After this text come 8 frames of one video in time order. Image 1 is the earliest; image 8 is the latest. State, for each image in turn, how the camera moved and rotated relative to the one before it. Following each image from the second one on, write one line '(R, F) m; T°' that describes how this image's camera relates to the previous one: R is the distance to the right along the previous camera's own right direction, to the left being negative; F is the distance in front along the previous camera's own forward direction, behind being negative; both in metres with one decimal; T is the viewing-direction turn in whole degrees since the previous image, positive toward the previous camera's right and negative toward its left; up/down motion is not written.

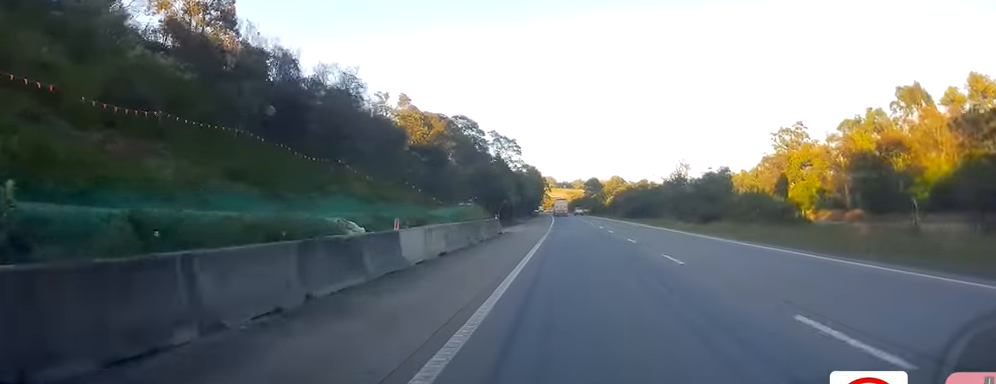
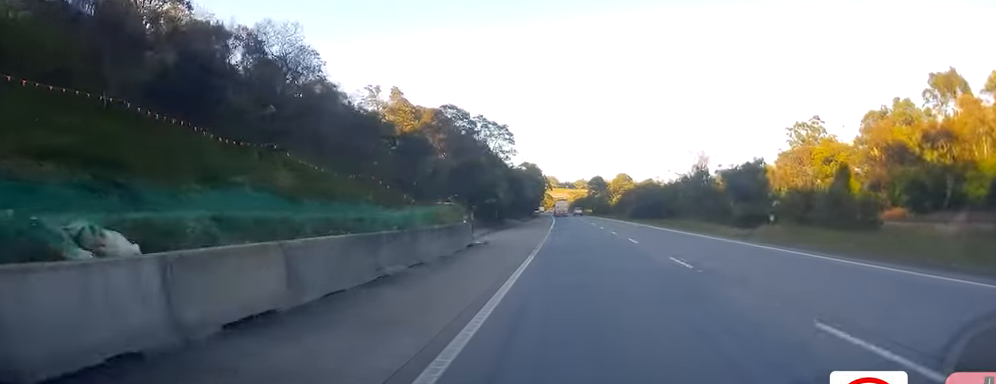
(0.0, +12.5) m; 0°
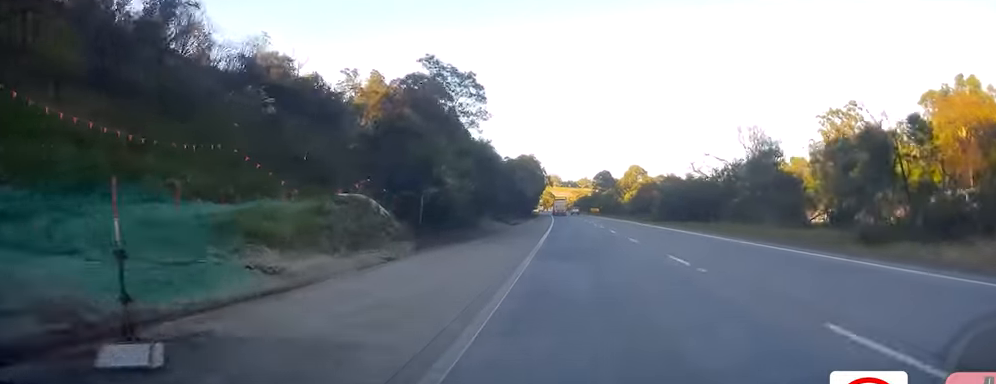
(+0.2, +23.8) m; +1°
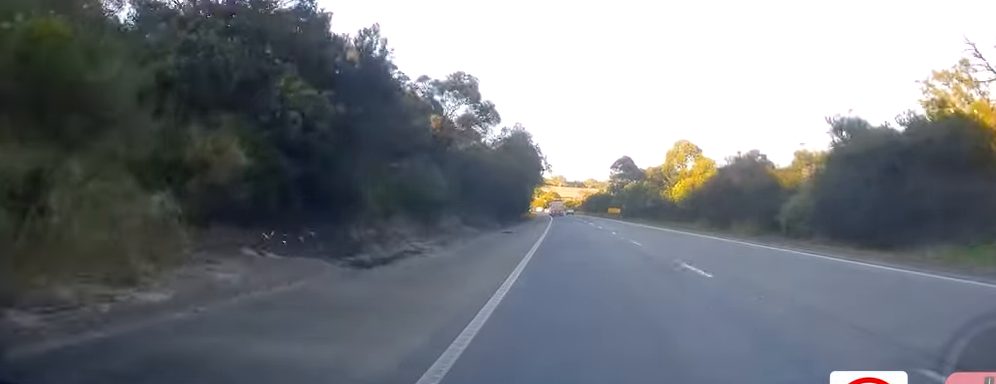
(-0.4, +49.7) m; -2°
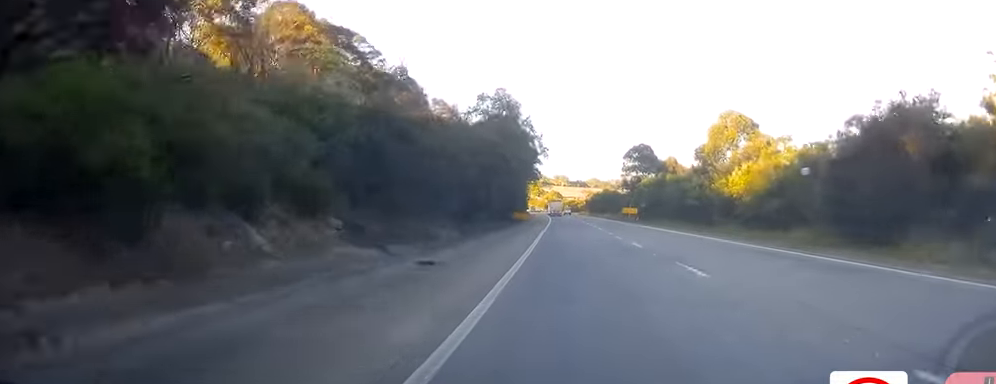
(-0.2, +24.2) m; 0°
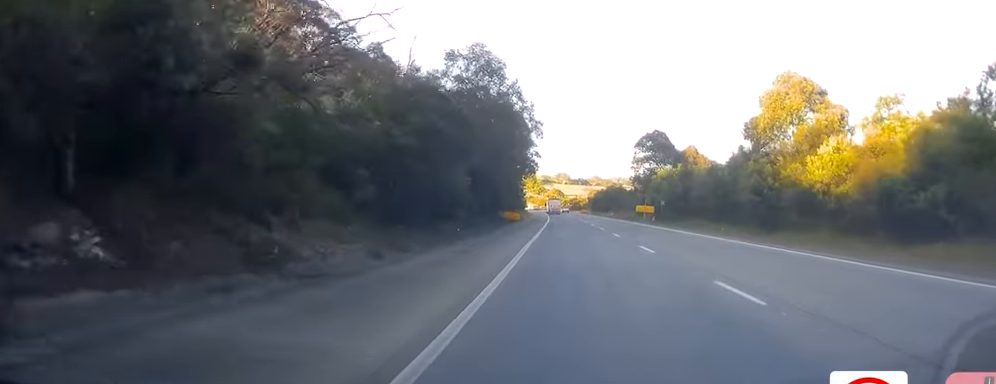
(+0.1, +16.1) m; +1°
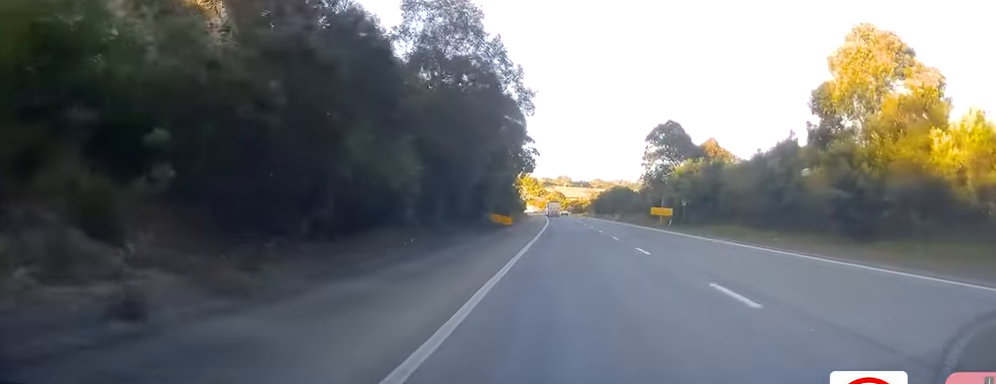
(+0.1, +12.0) m; 0°
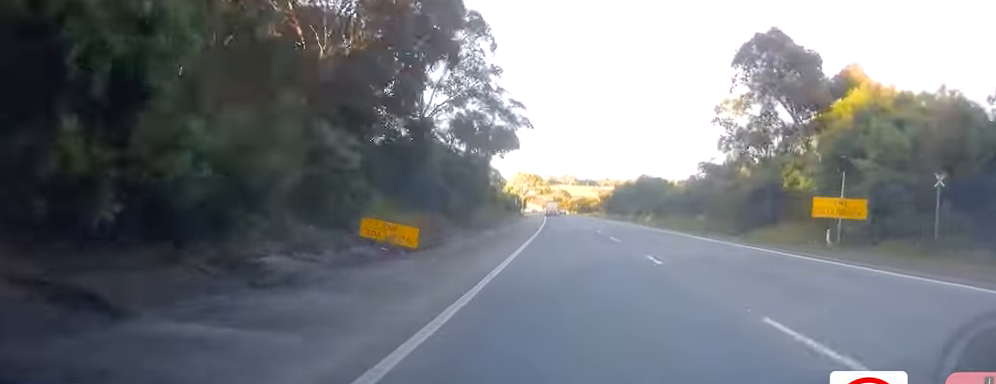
(0.0, +39.8) m; 0°
